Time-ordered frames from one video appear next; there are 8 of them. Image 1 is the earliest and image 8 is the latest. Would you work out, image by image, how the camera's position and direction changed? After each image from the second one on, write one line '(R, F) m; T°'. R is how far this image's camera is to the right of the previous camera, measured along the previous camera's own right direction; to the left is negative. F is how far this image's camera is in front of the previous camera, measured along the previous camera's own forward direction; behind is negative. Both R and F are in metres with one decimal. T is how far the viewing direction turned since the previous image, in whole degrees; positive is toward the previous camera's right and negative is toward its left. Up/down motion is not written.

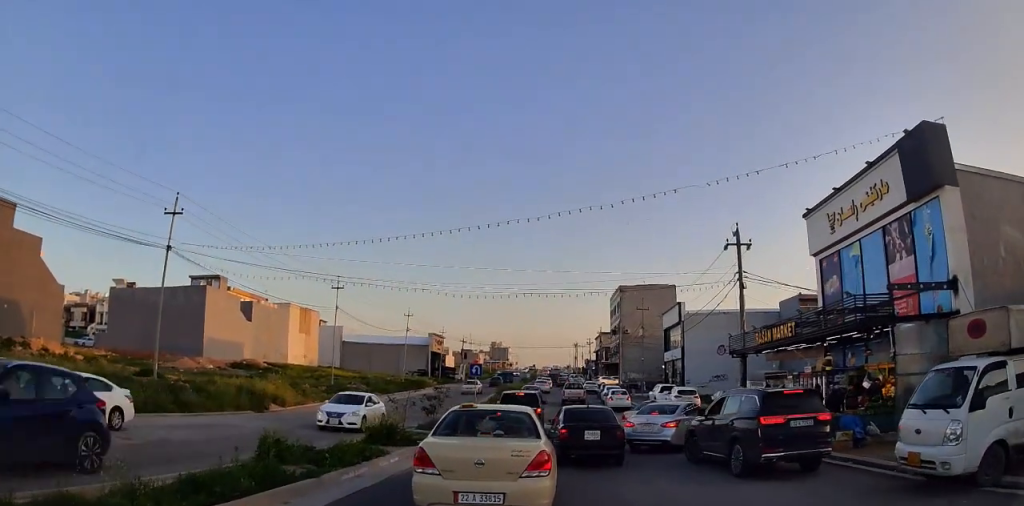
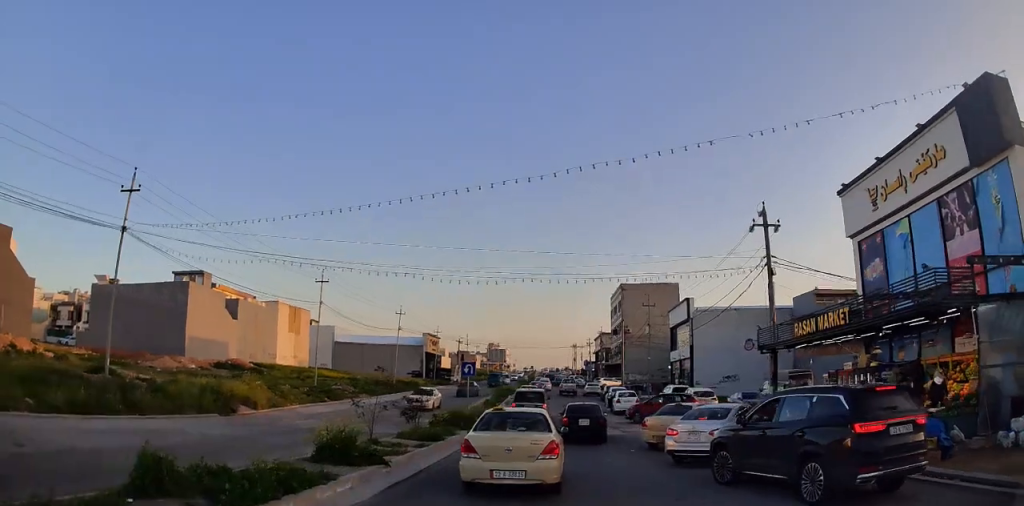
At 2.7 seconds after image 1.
(+0.1, +6.7) m; +2°
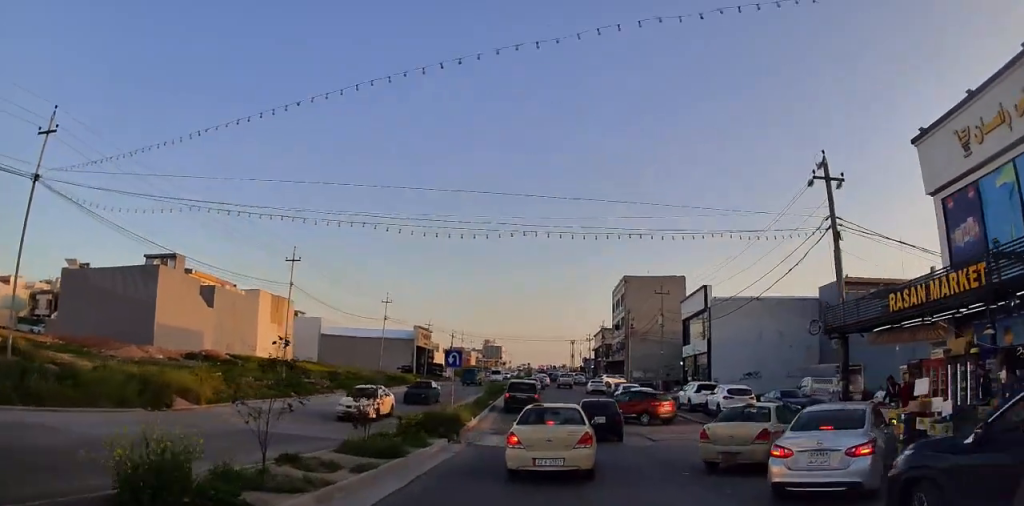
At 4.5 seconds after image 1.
(+0.1, +4.6) m; +1°
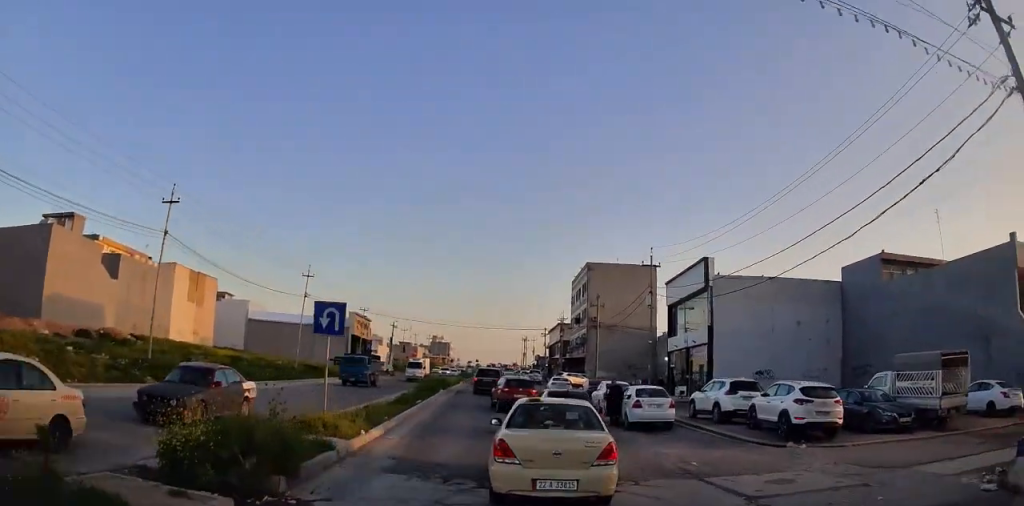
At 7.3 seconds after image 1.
(0.0, +8.5) m; +2°
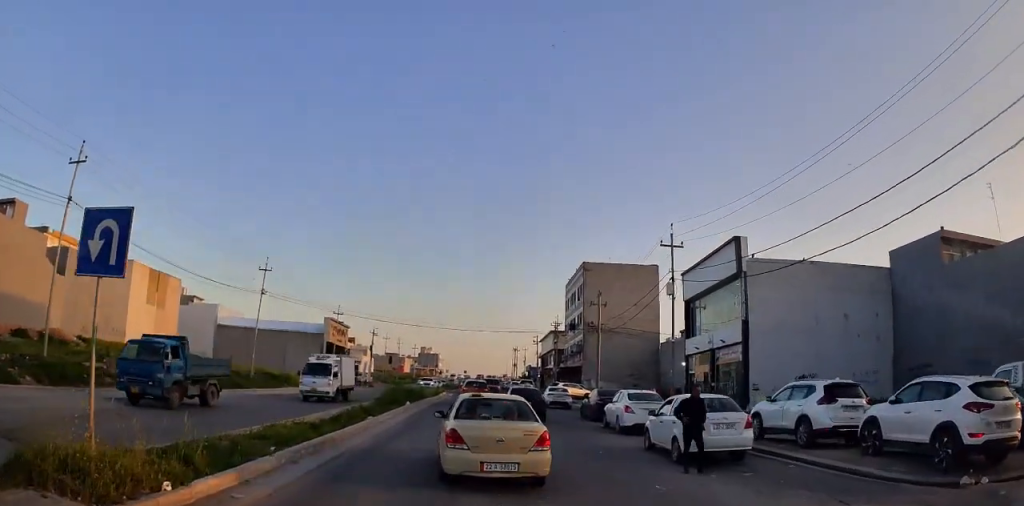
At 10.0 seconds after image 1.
(+0.3, +9.1) m; 0°
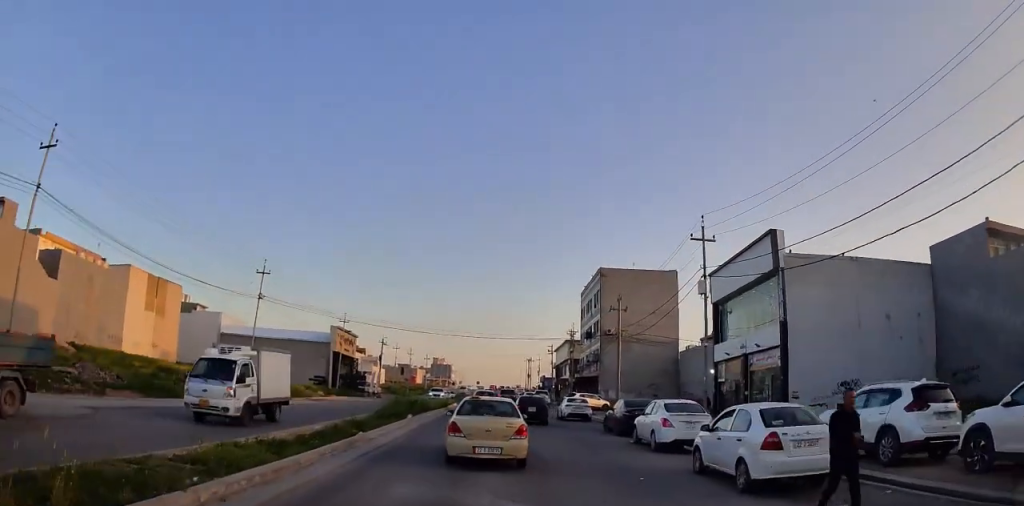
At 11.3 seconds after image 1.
(-0.1, +5.2) m; 0°
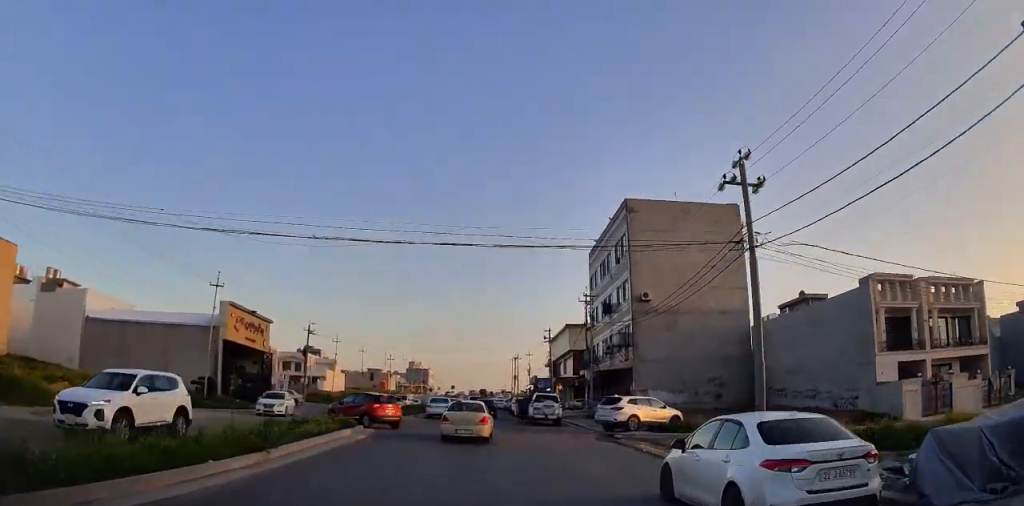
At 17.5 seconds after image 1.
(0.0, +30.0) m; -1°
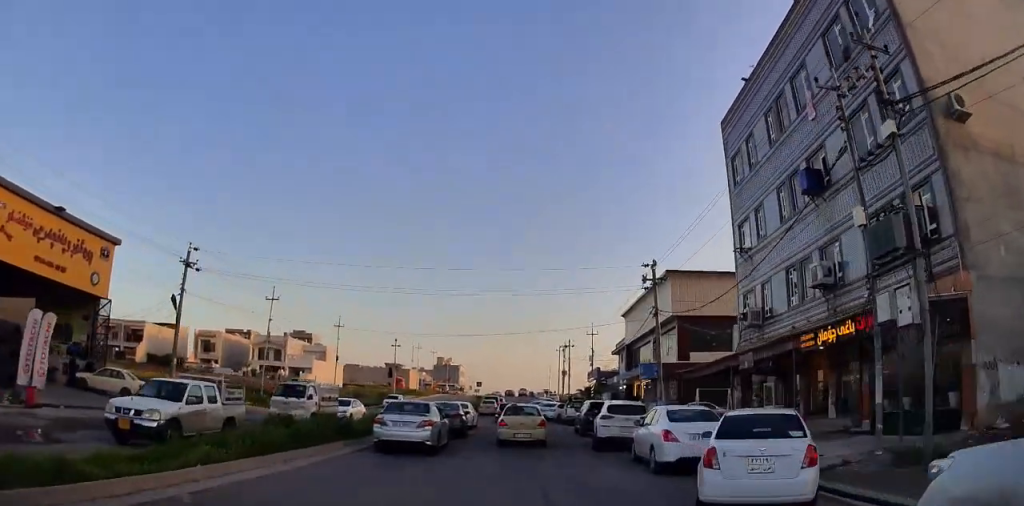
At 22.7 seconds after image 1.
(-0.8, +30.1) m; -2°
